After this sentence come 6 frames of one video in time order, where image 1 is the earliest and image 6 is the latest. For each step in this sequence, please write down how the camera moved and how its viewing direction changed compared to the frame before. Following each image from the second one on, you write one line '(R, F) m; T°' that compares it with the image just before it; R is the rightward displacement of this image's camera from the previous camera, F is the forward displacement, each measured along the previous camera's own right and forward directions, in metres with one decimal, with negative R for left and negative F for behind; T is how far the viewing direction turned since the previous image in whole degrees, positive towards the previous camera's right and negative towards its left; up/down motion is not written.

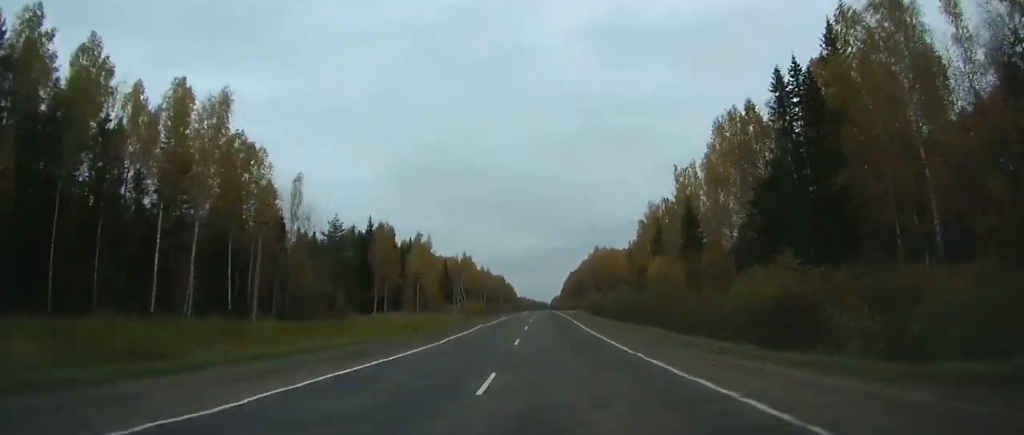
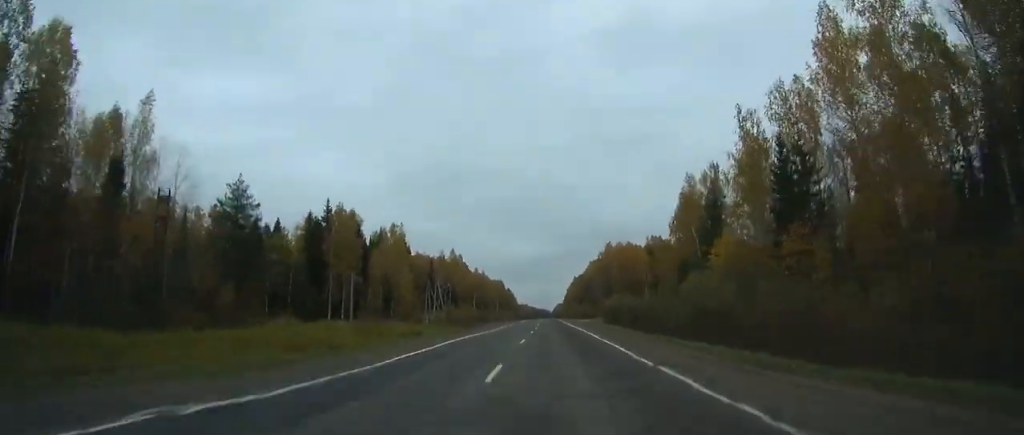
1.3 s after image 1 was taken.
(0.0, +33.3) m; 0°
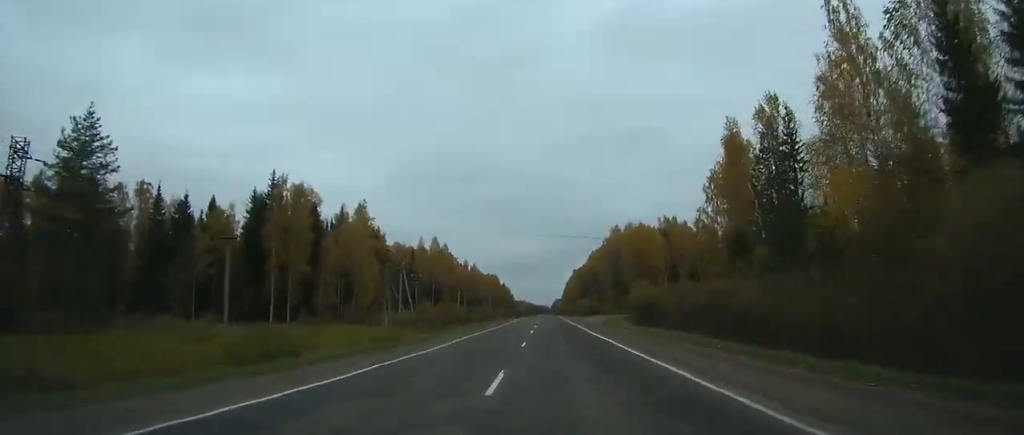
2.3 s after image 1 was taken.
(+0.1, +24.3) m; 0°
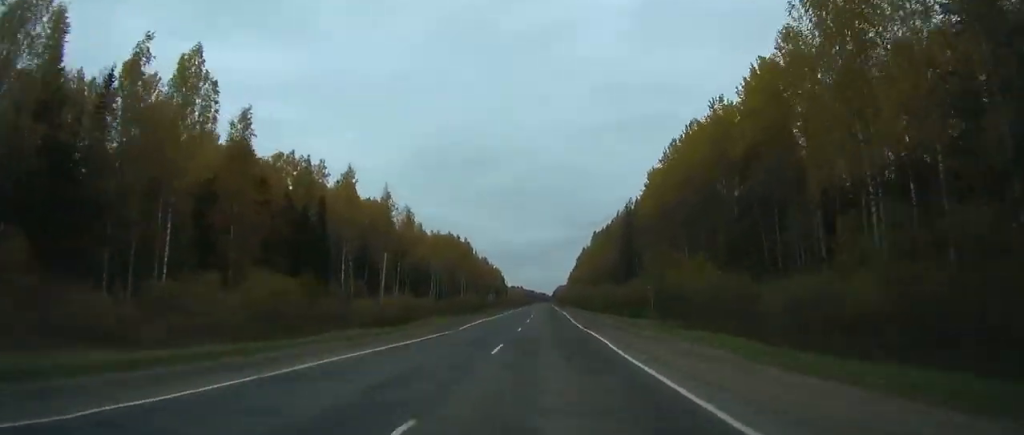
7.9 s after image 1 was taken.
(+1.6, +141.4) m; +1°
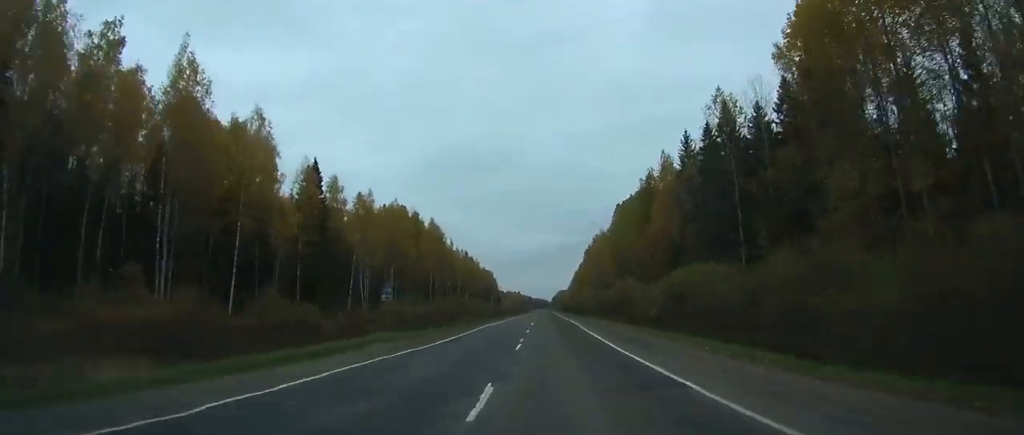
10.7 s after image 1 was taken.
(-0.2, +66.3) m; 0°
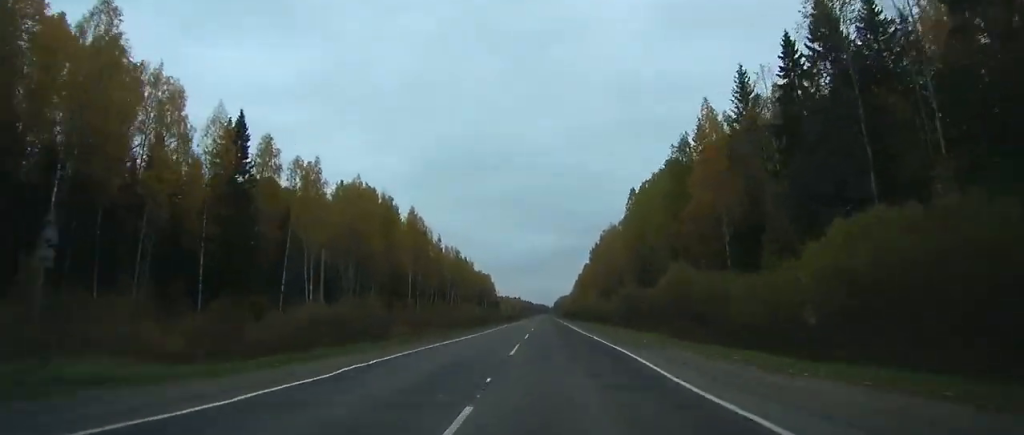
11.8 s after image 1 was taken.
(0.0, +24.8) m; 0°
